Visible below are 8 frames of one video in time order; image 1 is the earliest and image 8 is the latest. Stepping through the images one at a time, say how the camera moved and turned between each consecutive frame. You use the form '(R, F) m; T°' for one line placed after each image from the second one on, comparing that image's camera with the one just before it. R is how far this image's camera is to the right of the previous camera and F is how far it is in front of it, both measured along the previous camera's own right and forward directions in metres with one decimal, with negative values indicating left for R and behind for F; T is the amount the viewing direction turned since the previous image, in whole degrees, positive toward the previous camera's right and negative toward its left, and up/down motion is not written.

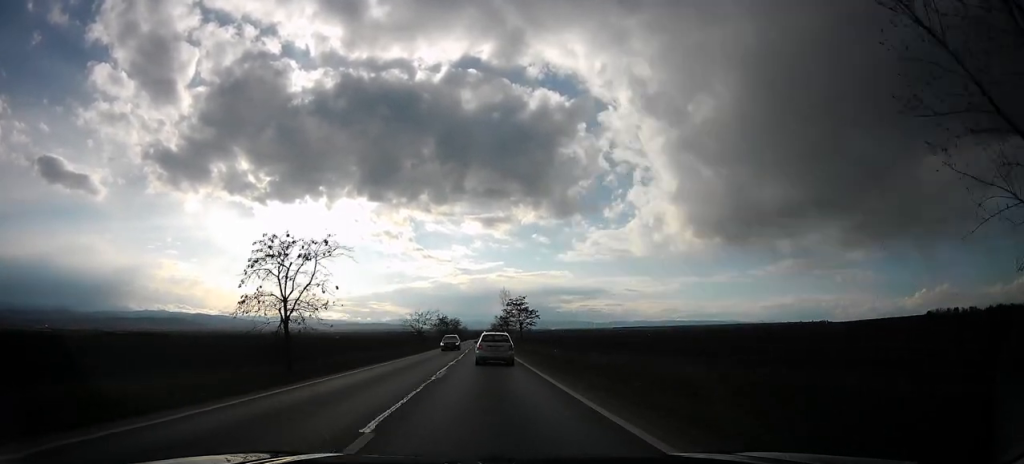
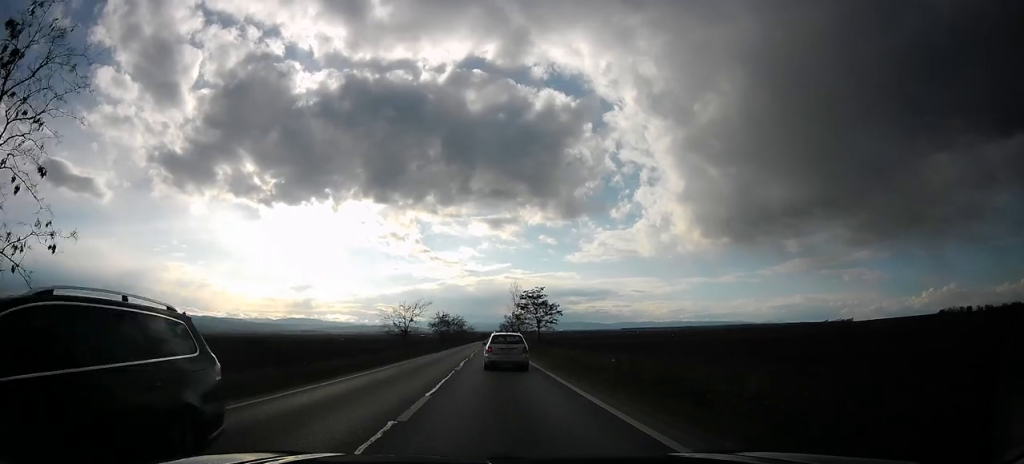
(+0.2, +18.9) m; +1°
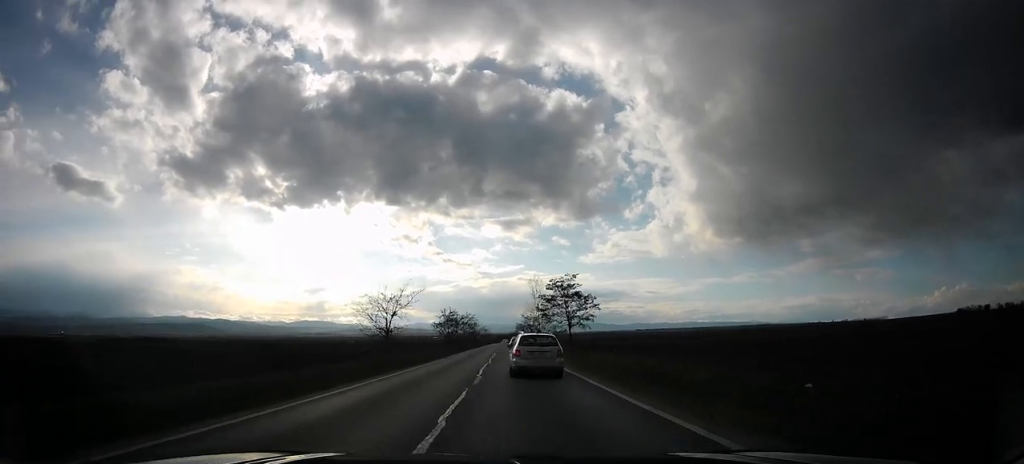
(+0.2, +16.5) m; -1°
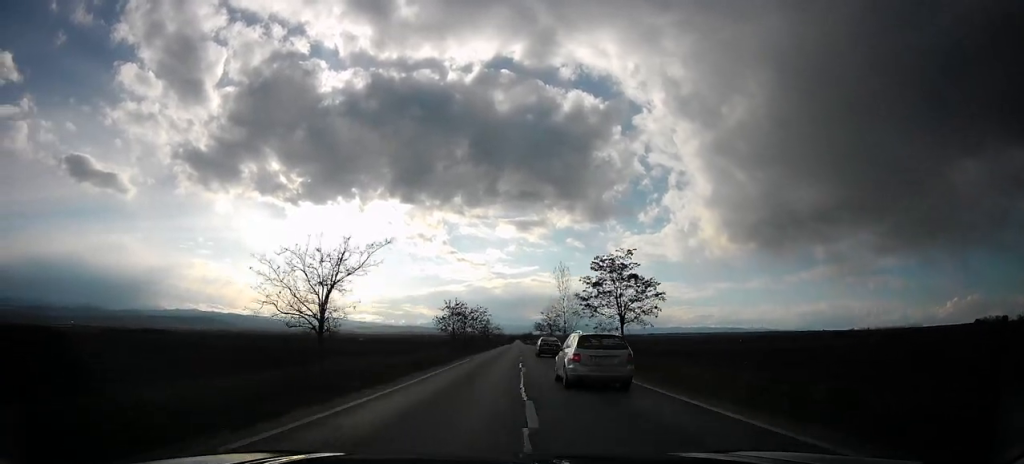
(-0.3, +17.0) m; -1°
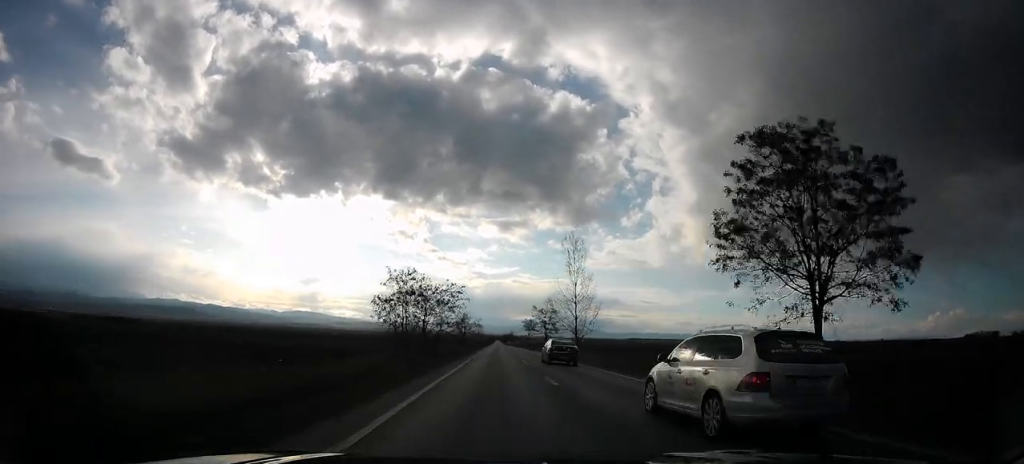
(-0.1, +25.8) m; -1°
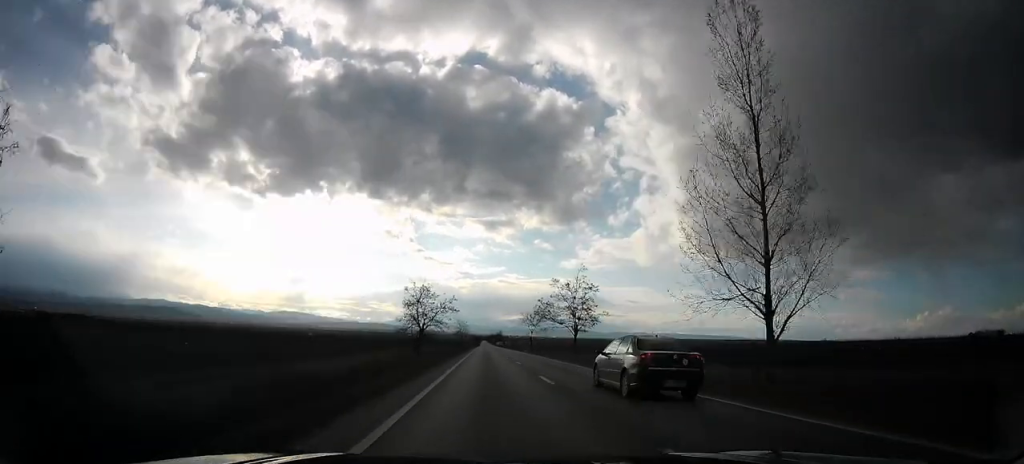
(+0.1, +43.3) m; +1°
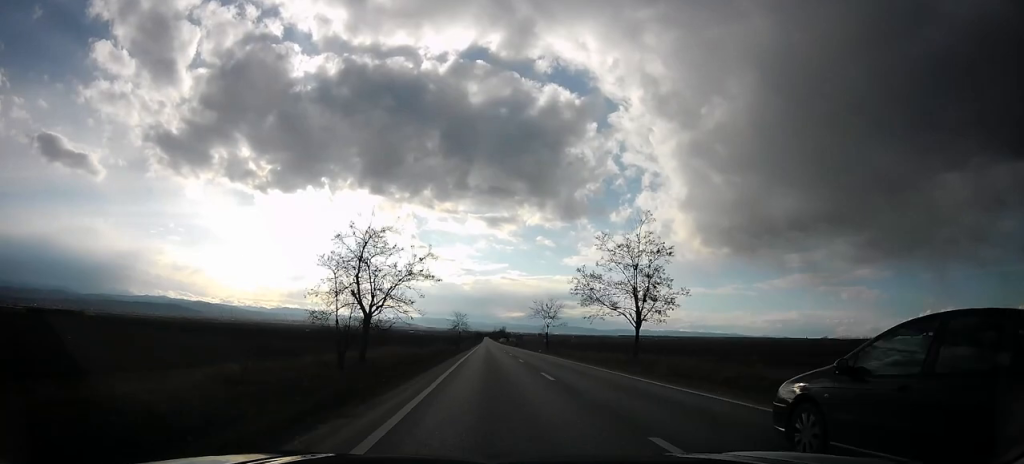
(+0.2, +21.8) m; +1°
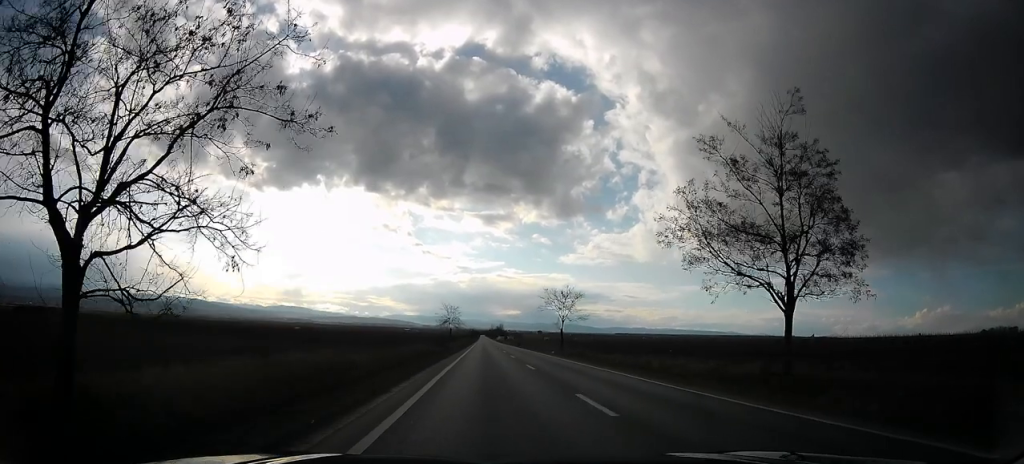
(-0.1, +18.6) m; +1°
